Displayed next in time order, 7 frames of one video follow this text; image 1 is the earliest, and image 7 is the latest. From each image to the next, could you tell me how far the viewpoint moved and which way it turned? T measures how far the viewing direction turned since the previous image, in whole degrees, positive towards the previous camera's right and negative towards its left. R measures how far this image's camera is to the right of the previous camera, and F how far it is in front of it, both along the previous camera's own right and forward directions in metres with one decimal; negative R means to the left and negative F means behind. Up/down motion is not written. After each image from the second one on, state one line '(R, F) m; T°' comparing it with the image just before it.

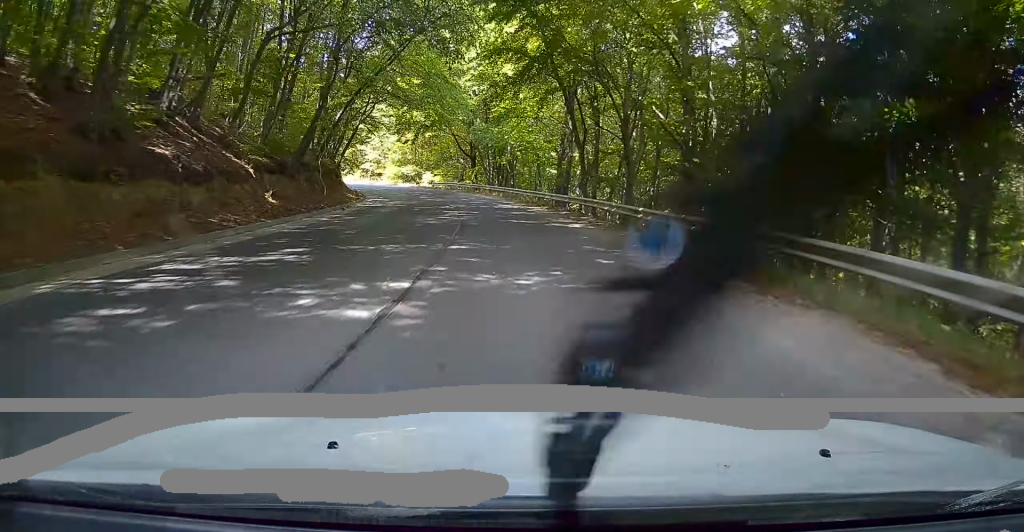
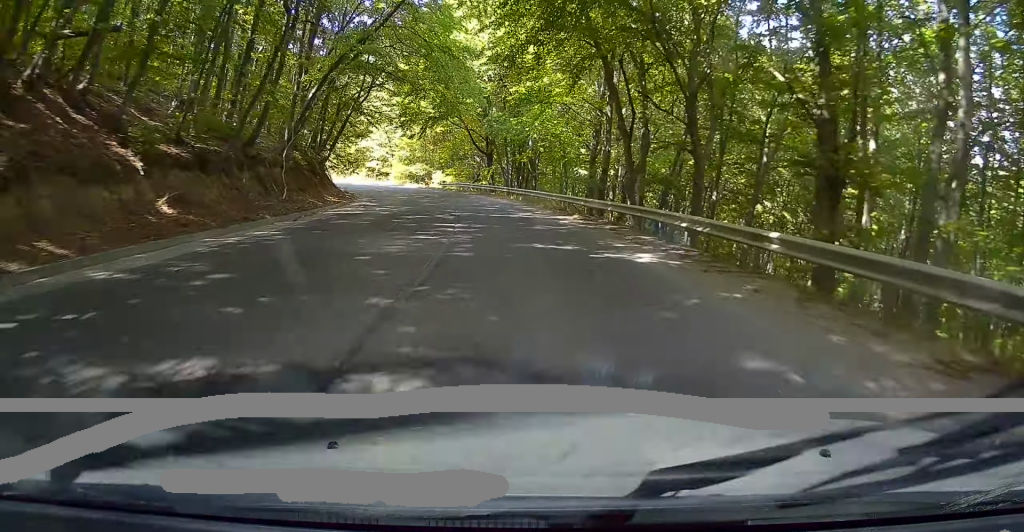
(-0.1, +8.4) m; -1°
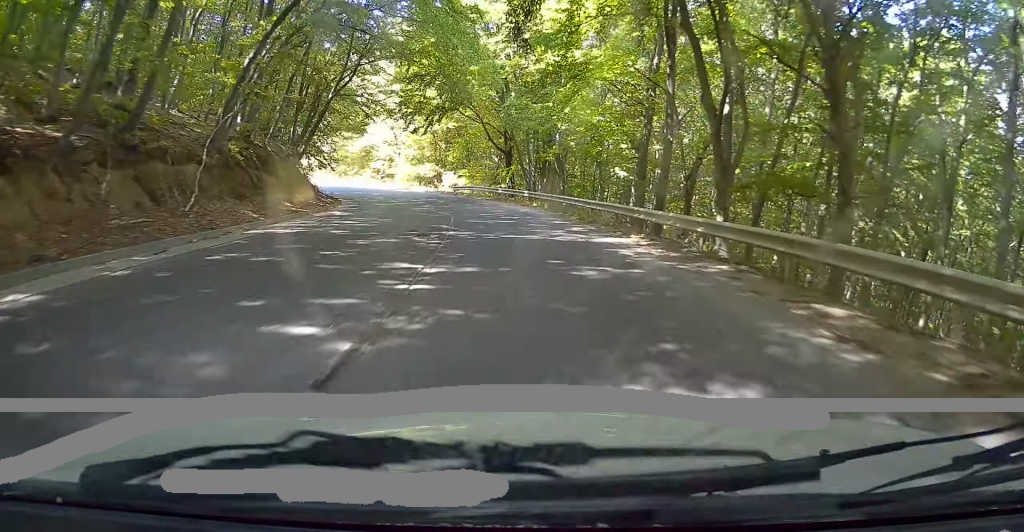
(0.0, +8.9) m; -1°
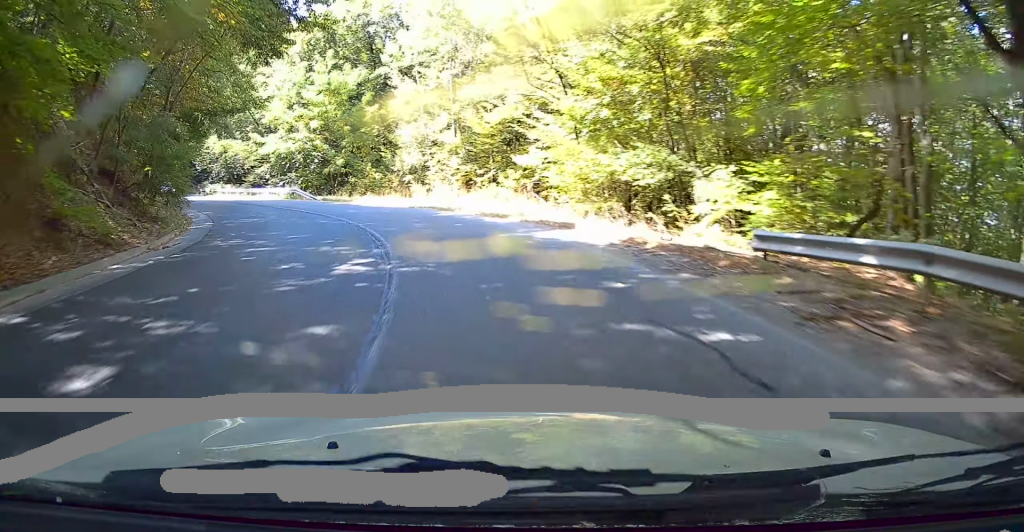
(-5.8, +39.4) m; -25°
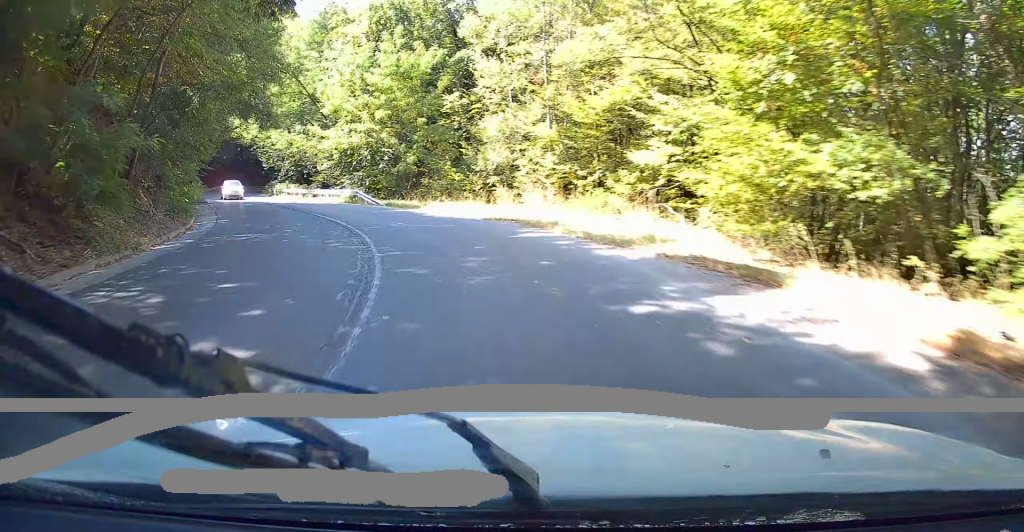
(0.0, +7.6) m; -10°
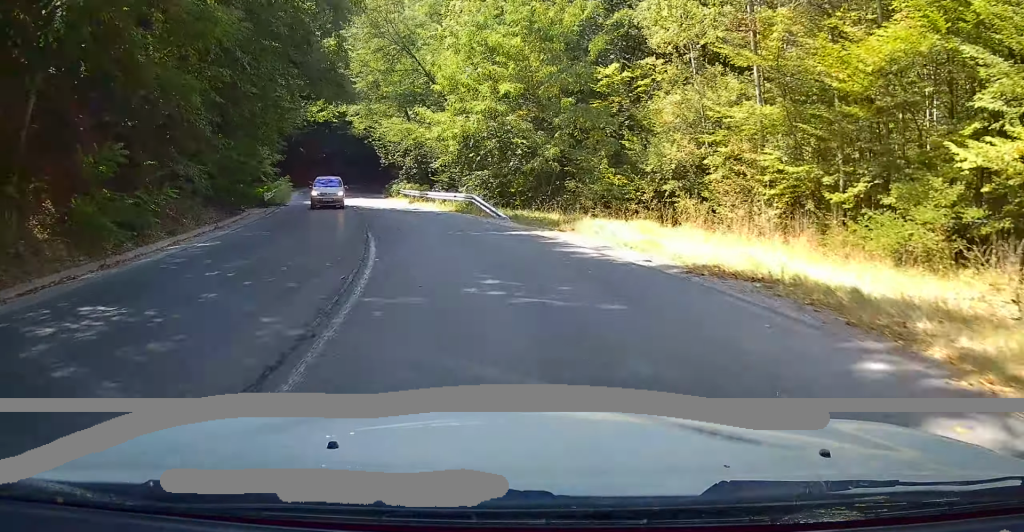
(-2.0, +11.0) m; -10°
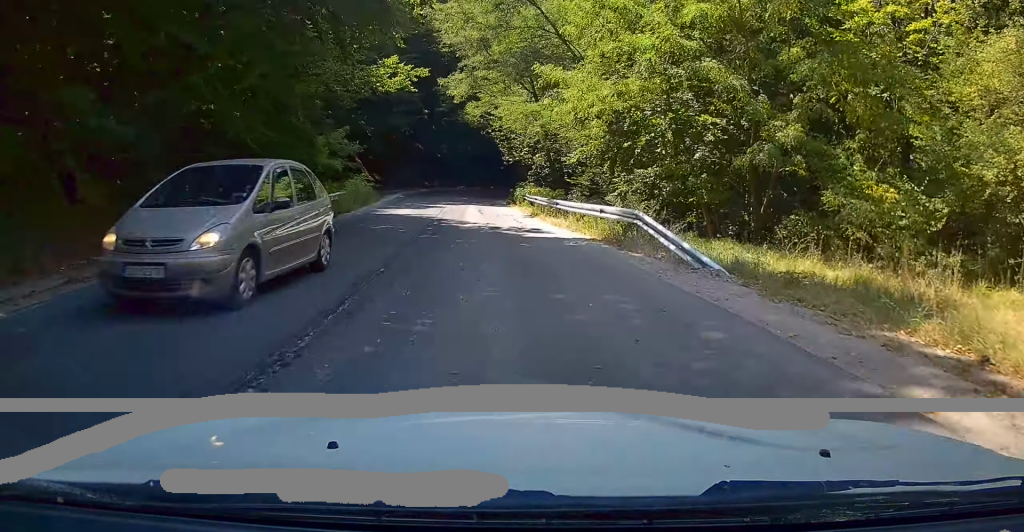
(-0.9, +13.2) m; -9°
